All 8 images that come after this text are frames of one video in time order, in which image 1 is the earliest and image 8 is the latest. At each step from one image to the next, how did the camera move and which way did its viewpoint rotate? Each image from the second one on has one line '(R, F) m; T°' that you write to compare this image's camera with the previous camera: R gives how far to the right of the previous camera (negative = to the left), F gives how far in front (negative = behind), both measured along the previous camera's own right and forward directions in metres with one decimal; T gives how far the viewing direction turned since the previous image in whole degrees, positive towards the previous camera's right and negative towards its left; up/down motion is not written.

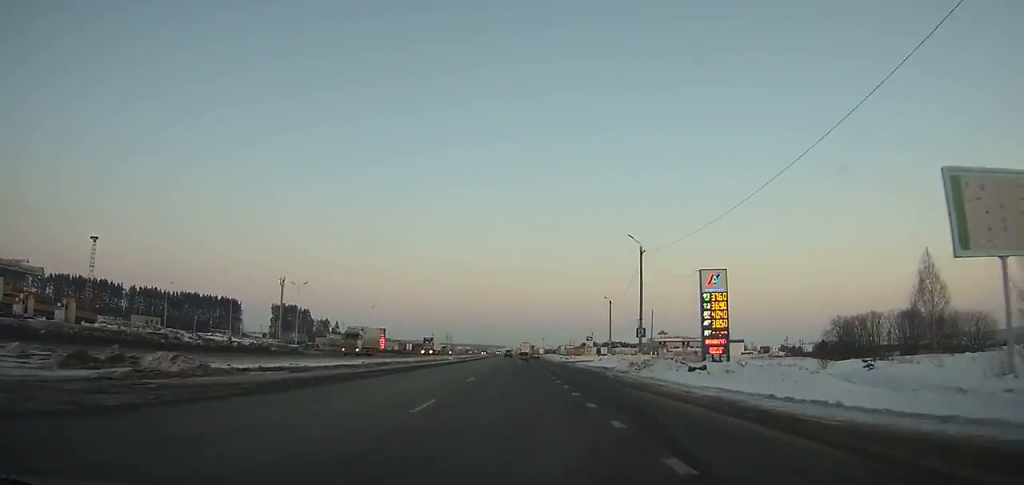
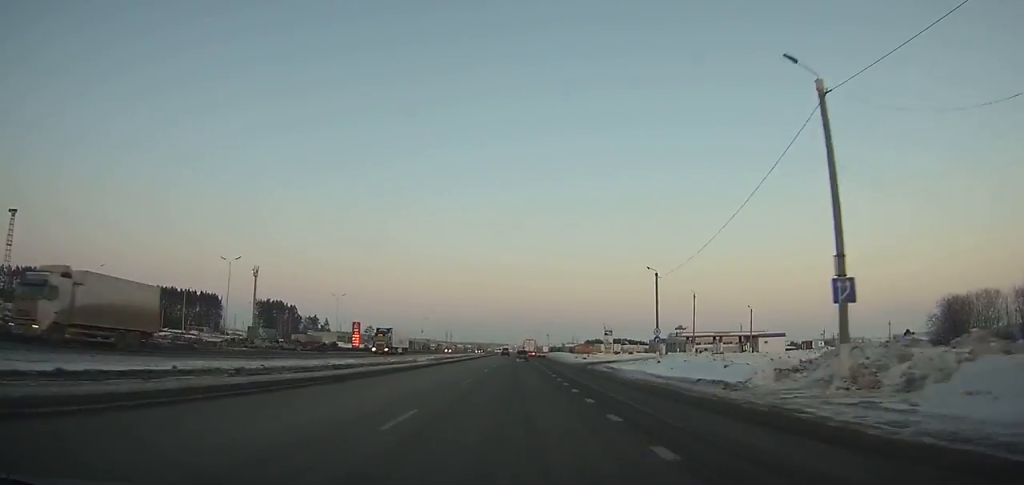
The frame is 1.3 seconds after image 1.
(0.0, +27.2) m; 0°
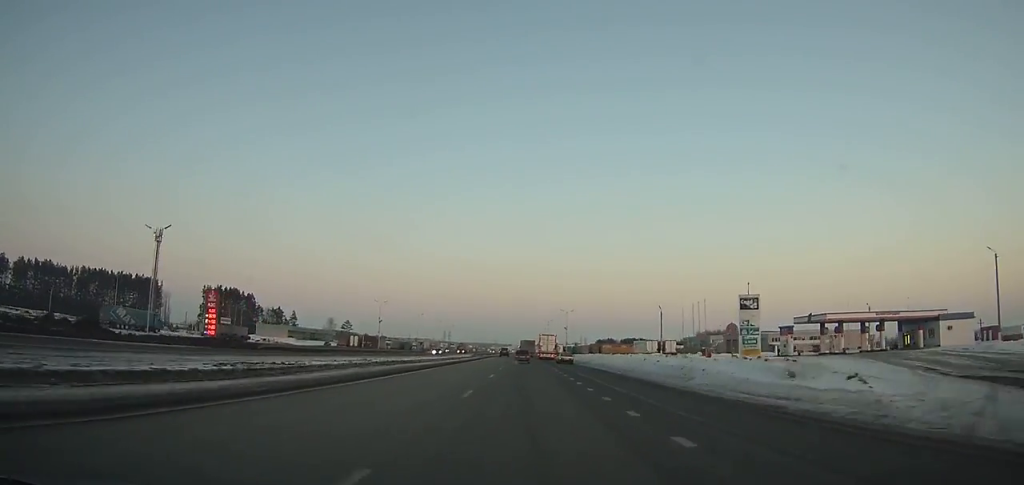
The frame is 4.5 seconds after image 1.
(-0.2, +63.8) m; 0°
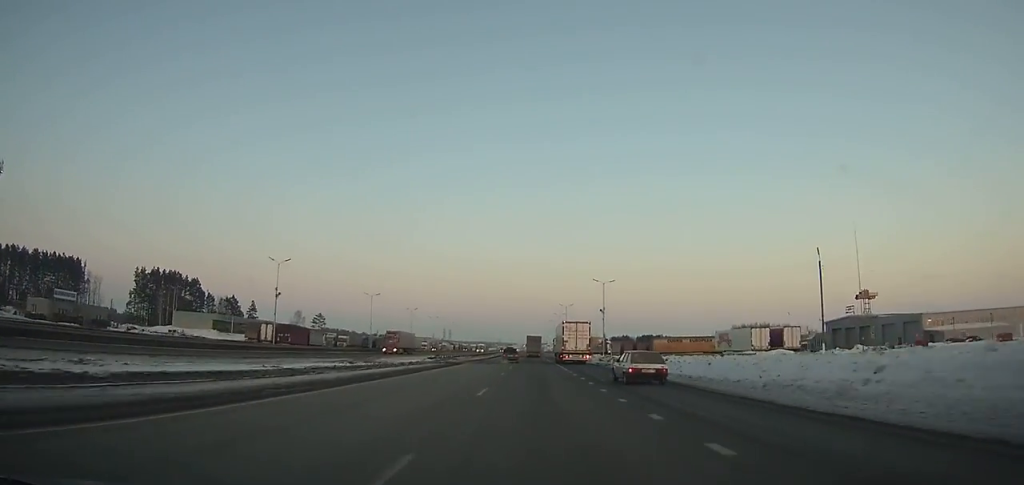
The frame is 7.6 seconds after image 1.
(+0.2, +59.0) m; 0°
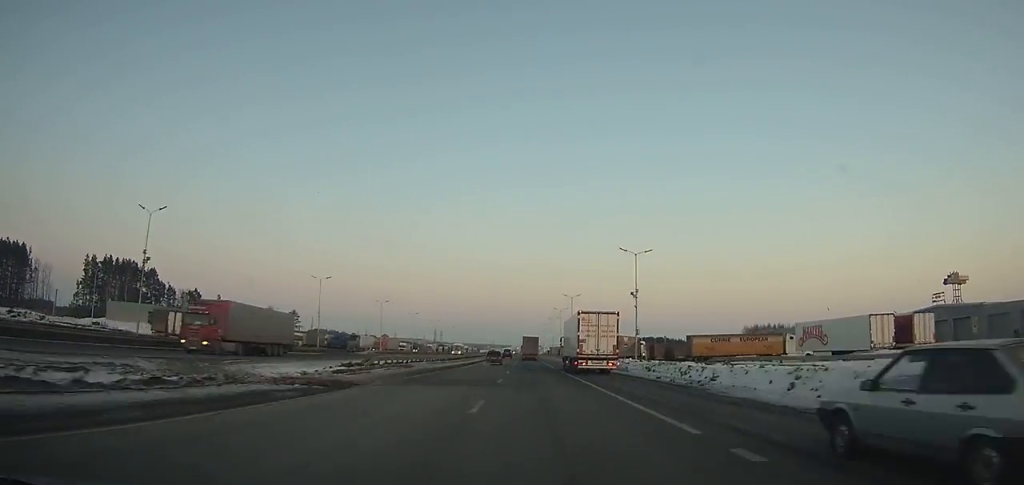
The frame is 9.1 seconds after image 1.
(0.0, +27.8) m; 0°
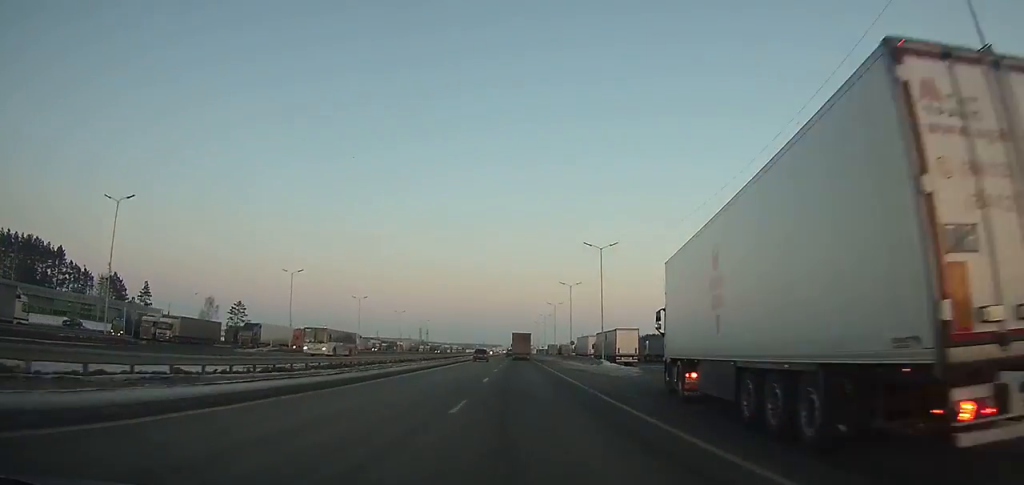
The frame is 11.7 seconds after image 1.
(+0.2, +47.6) m; 0°
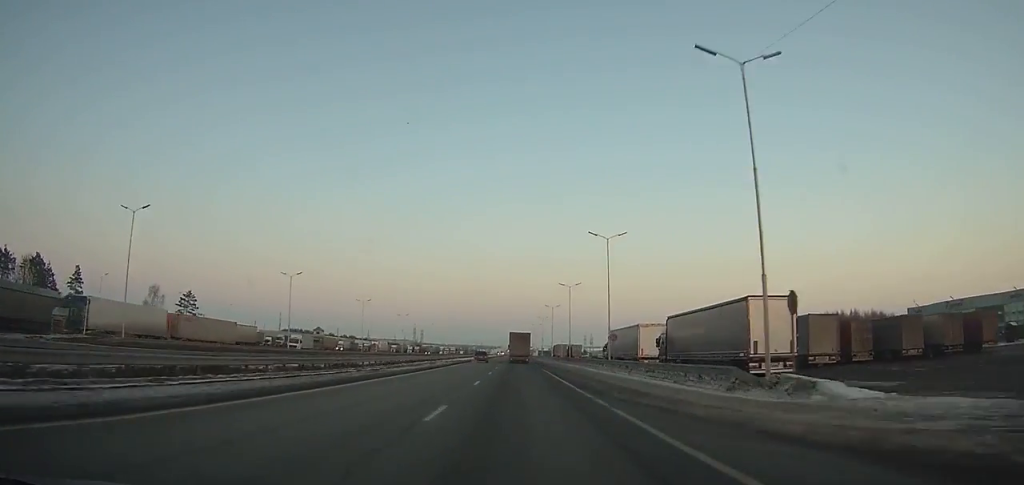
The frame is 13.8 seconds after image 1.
(+0.1, +38.3) m; 0°
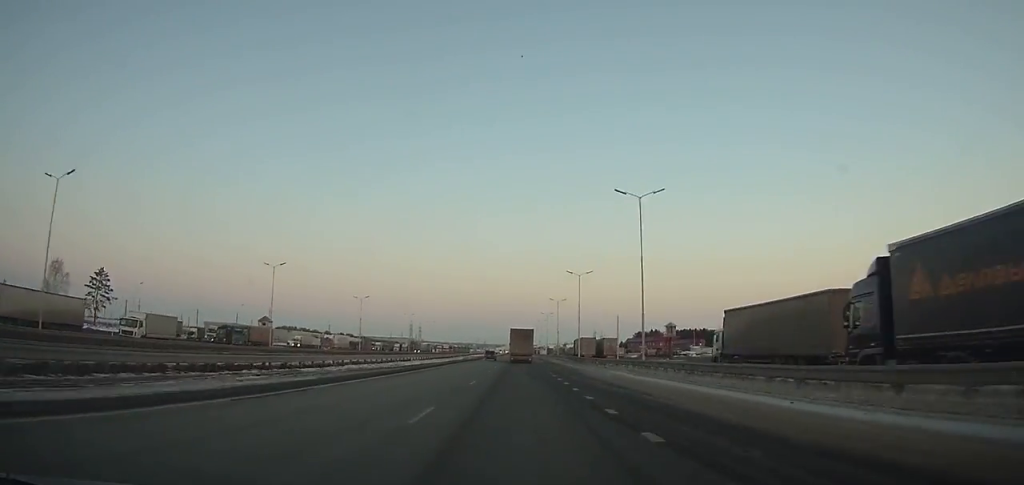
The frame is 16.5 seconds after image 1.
(+0.1, +49.8) m; 0°
